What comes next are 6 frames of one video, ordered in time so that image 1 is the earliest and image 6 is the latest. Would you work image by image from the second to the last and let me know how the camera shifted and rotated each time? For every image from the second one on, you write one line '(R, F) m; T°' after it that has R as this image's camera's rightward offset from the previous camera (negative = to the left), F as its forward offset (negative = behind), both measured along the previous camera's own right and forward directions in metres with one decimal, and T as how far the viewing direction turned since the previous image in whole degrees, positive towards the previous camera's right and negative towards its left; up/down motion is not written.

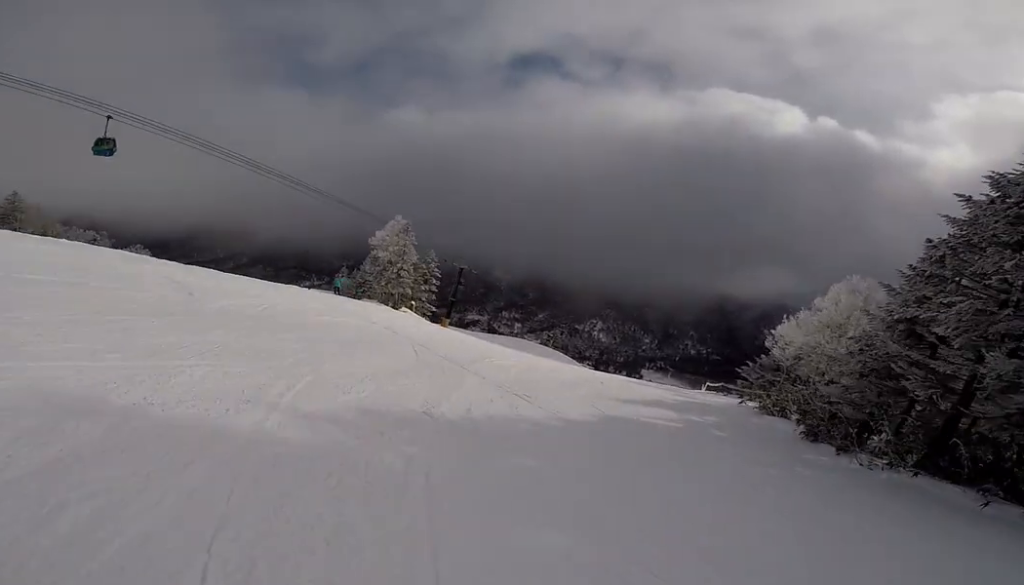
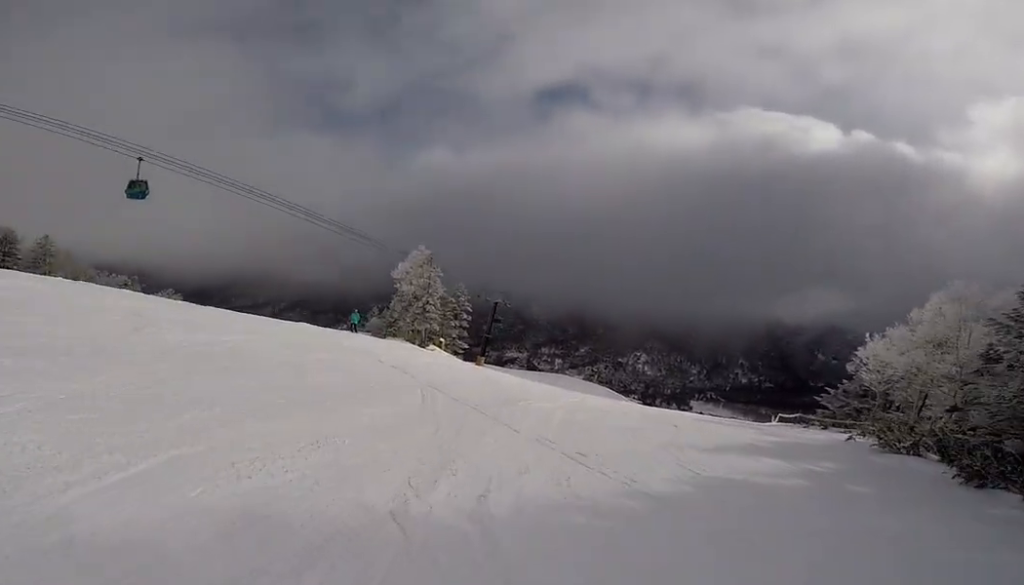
(-0.4, +3.1) m; -11°
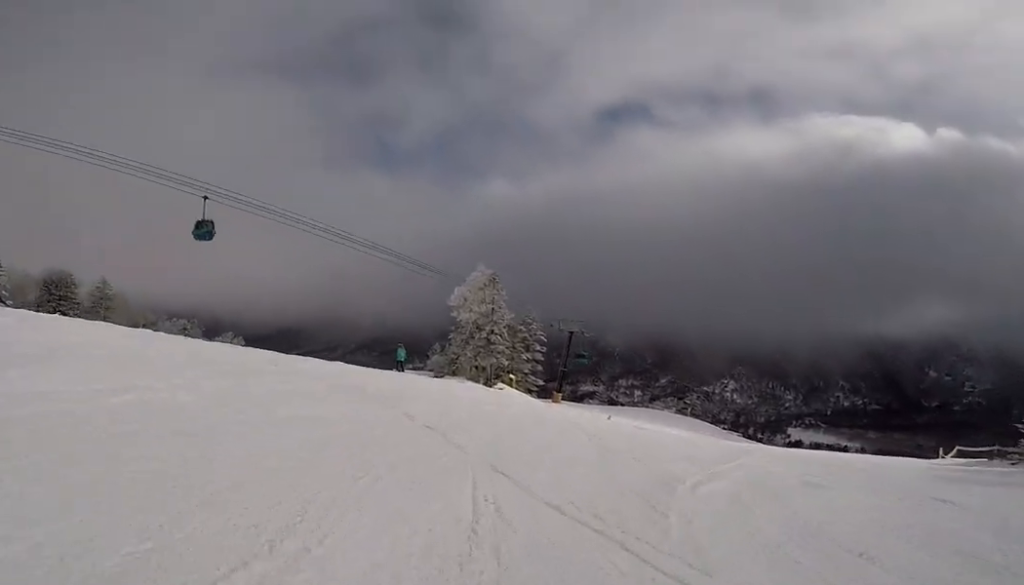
(-0.9, +4.8) m; -16°
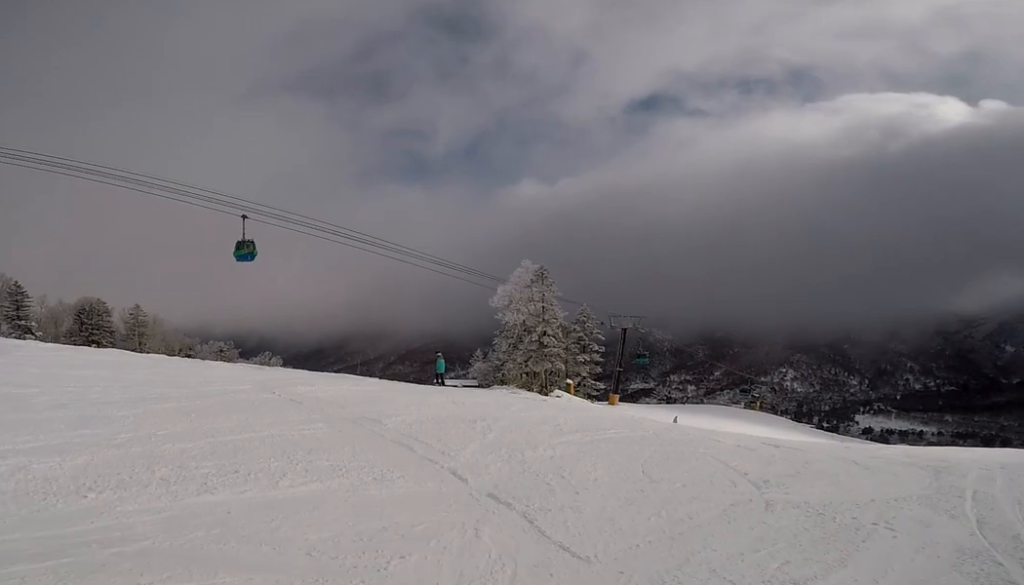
(-0.5, +3.0) m; -8°
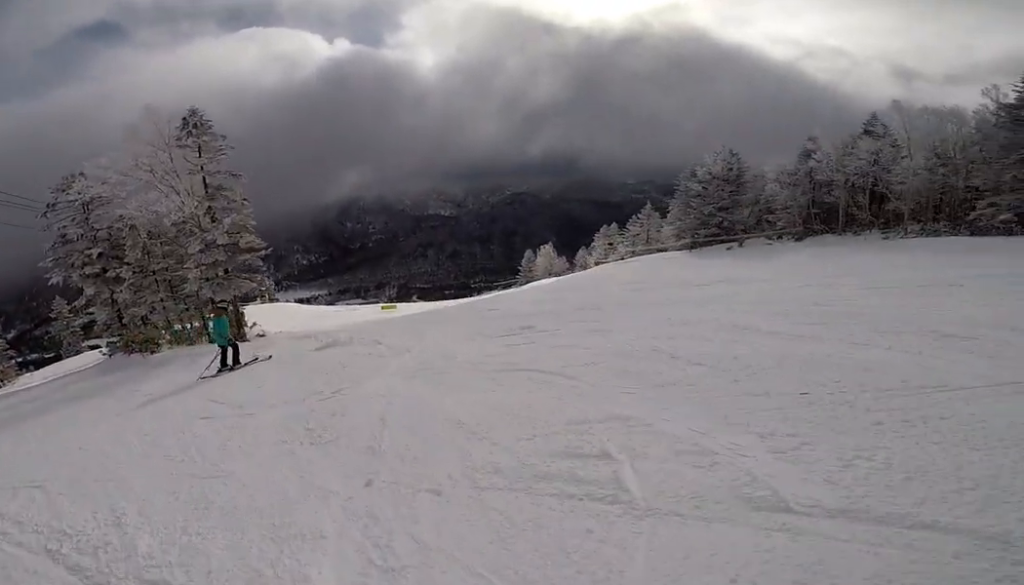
(+0.5, +16.0) m; +51°
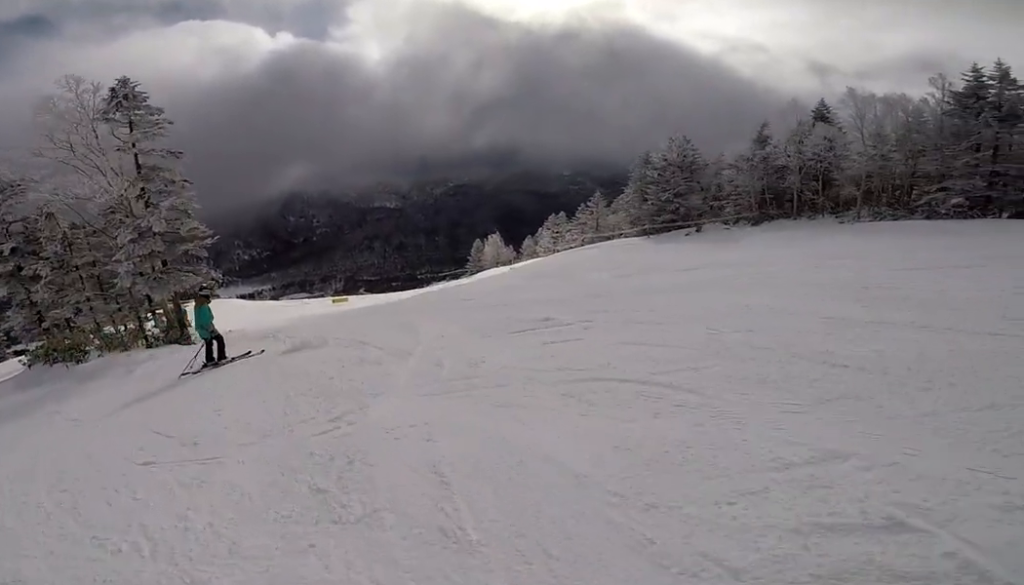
(-0.2, +1.5) m; +8°
